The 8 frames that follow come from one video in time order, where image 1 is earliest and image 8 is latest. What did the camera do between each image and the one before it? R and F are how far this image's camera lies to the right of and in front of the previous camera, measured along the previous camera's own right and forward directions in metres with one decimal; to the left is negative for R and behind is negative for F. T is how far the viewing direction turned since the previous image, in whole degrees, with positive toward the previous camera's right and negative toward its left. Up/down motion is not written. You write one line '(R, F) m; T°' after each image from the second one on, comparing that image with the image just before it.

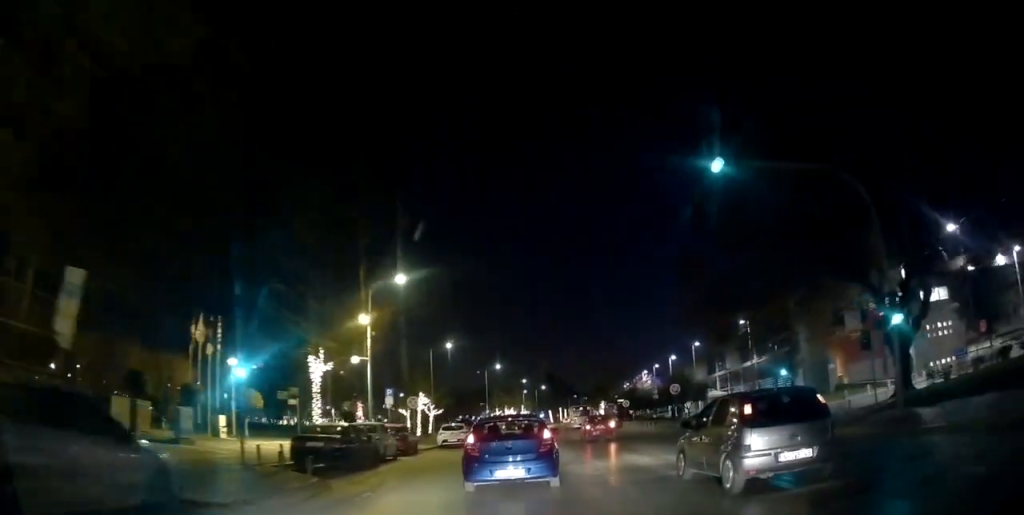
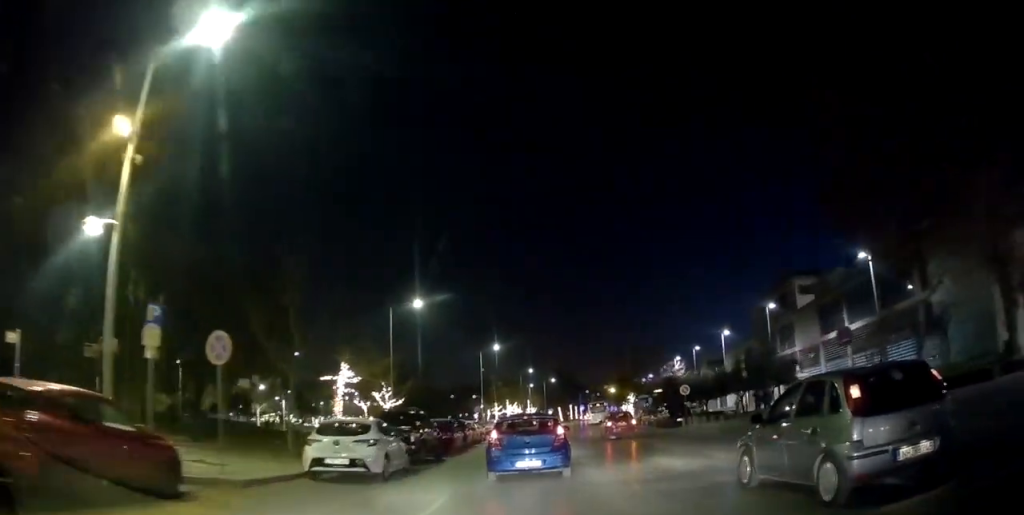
(-1.2, +23.7) m; -6°
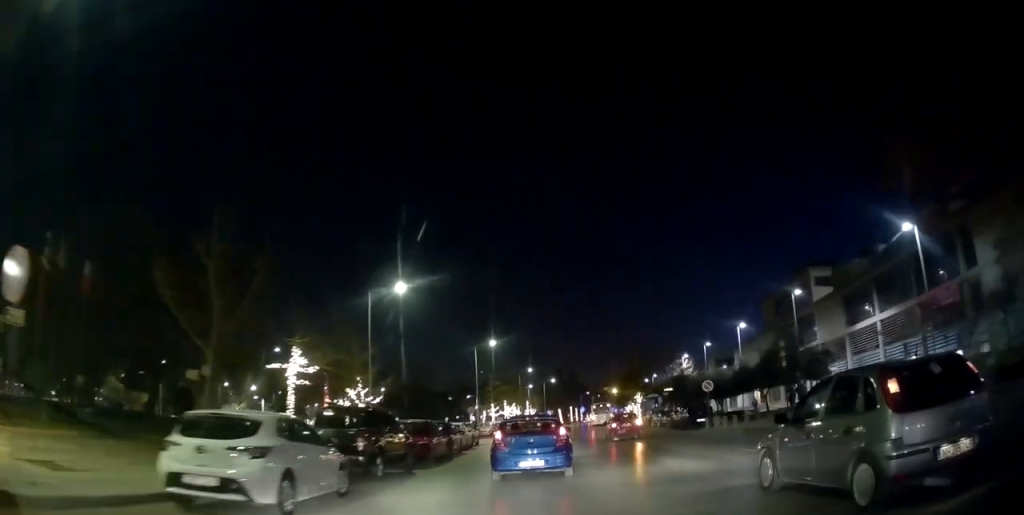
(-0.5, +6.4) m; -1°
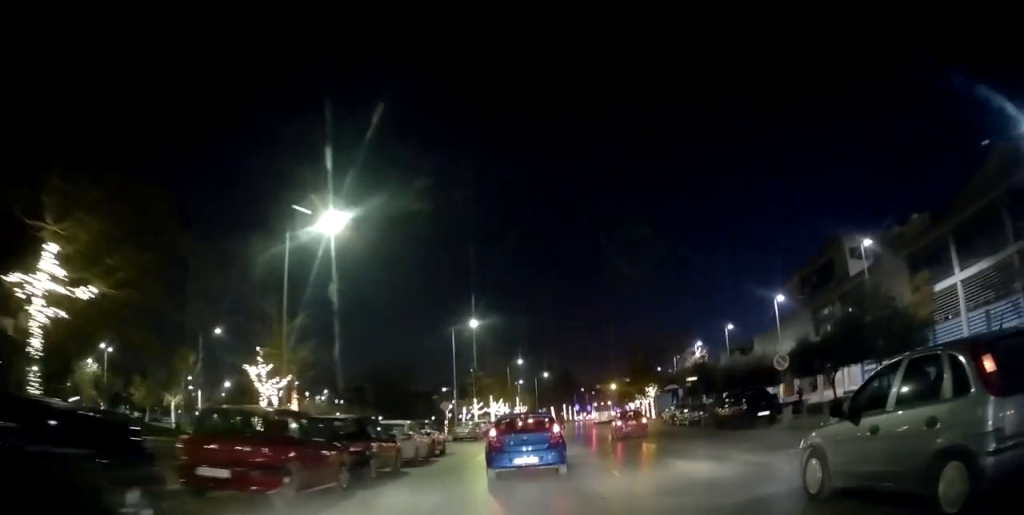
(+0.8, +13.0) m; +3°
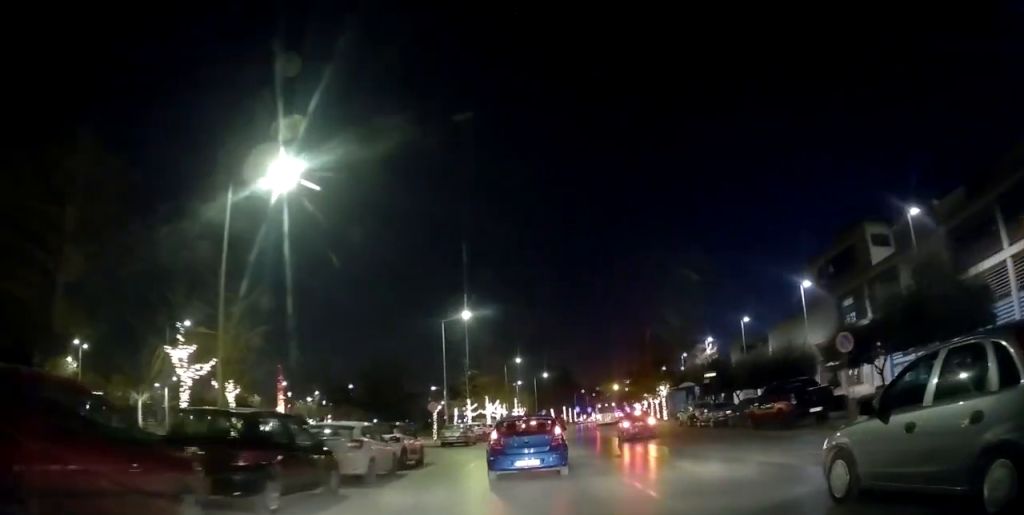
(0.0, +5.8) m; 0°
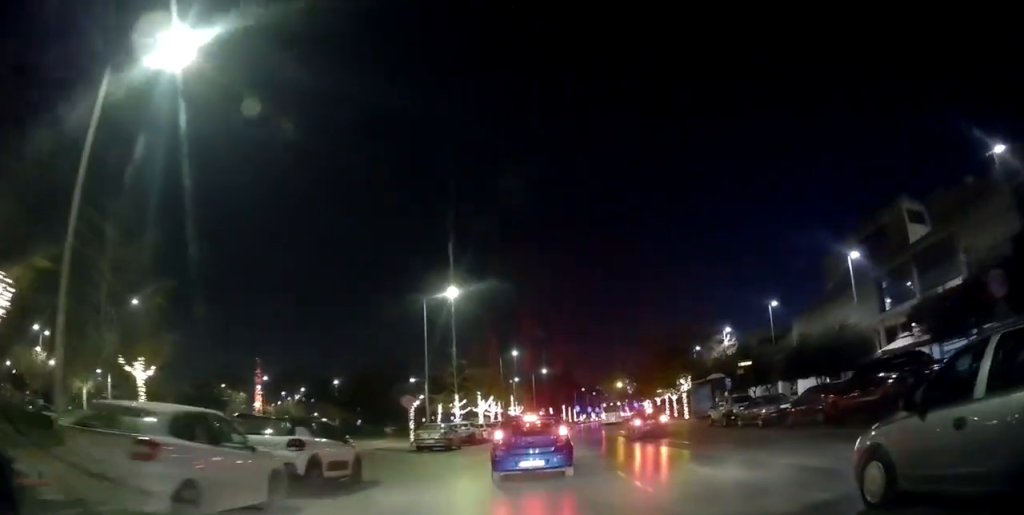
(-0.1, +8.3) m; +1°
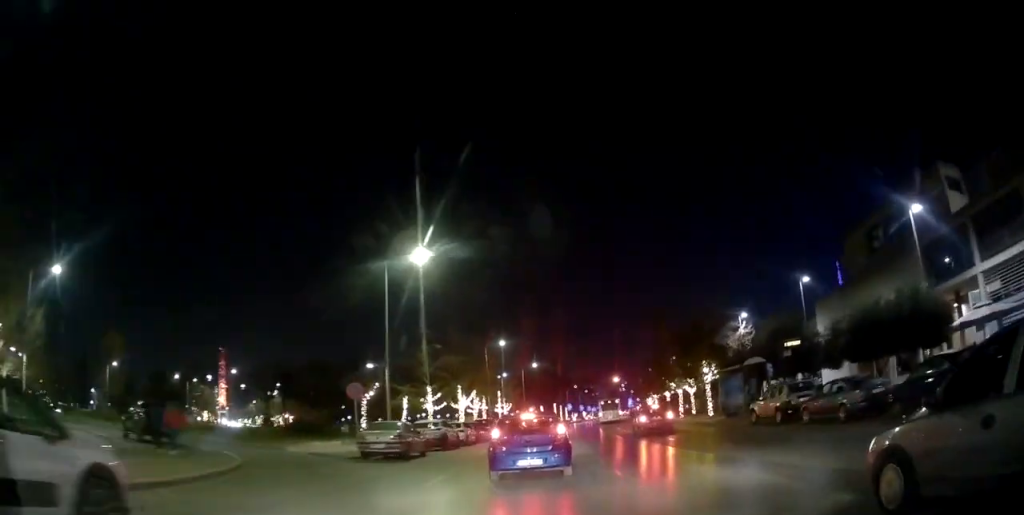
(+0.2, +8.8) m; +2°
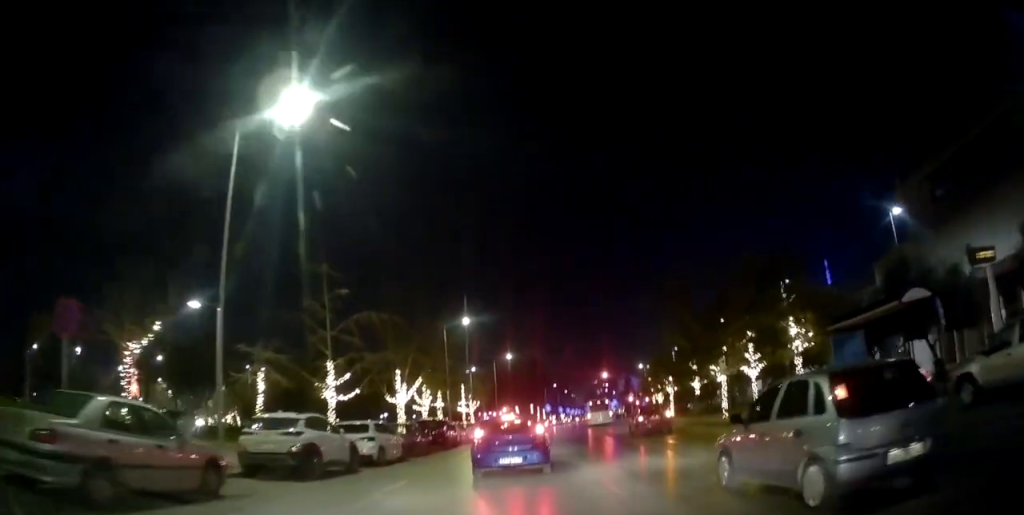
(+0.4, +17.5) m; +2°
